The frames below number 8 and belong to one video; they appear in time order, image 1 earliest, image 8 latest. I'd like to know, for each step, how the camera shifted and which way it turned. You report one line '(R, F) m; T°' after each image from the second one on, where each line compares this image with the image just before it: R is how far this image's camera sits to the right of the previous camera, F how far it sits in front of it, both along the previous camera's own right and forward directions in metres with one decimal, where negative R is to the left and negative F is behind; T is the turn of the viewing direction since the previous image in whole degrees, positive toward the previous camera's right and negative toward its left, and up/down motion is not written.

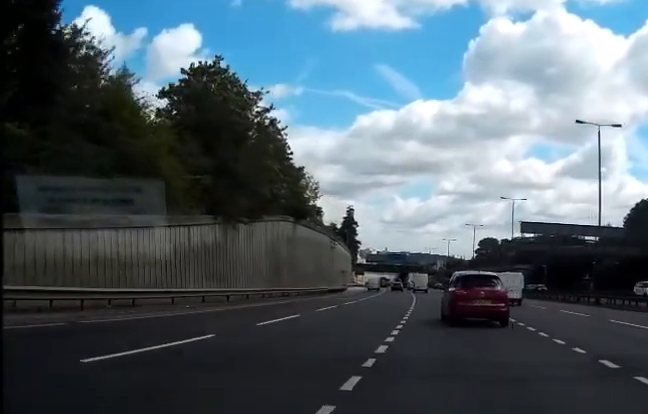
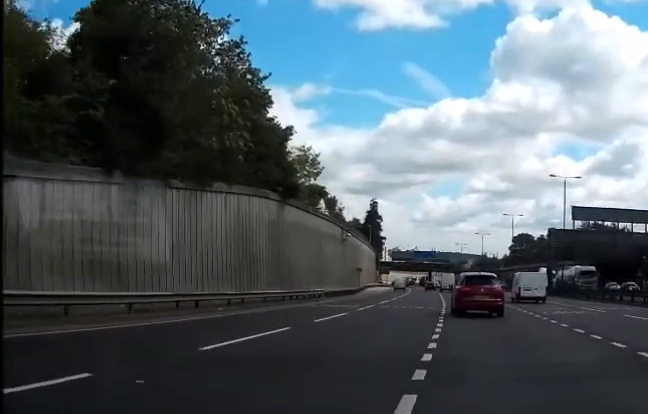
(-0.2, +15.2) m; -2°
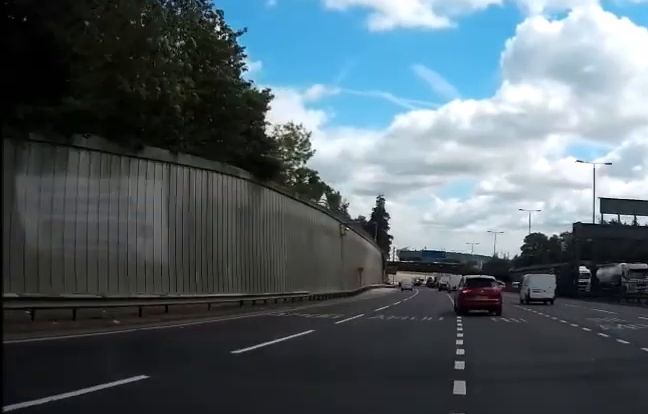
(0.0, +8.5) m; -1°
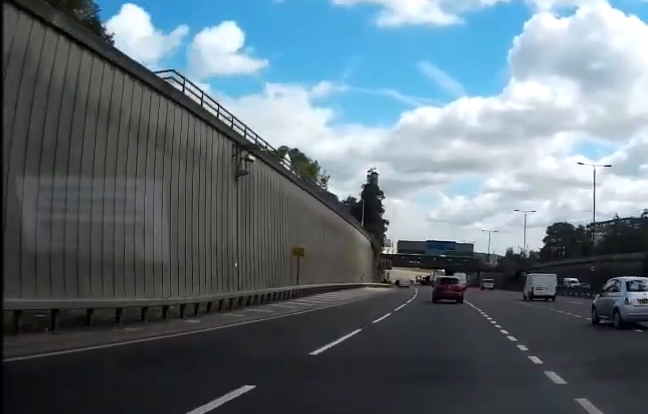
(-1.1, +35.3) m; -2°
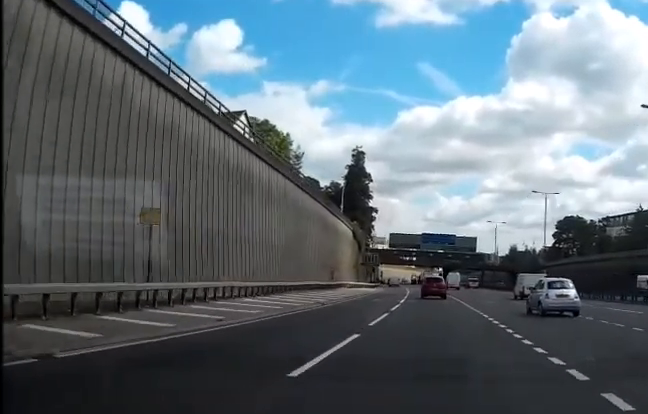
(+0.2, +19.8) m; 0°
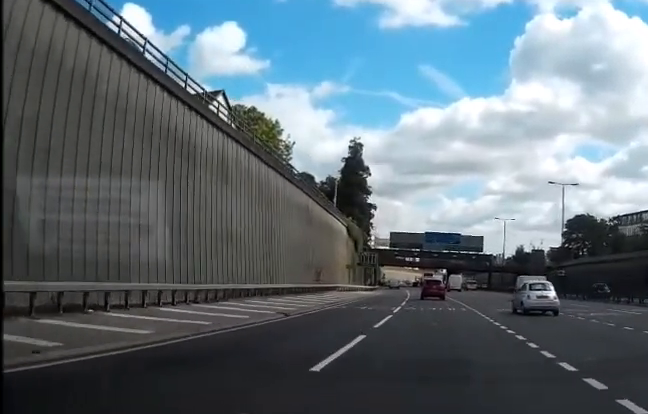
(0.0, +8.5) m; 0°
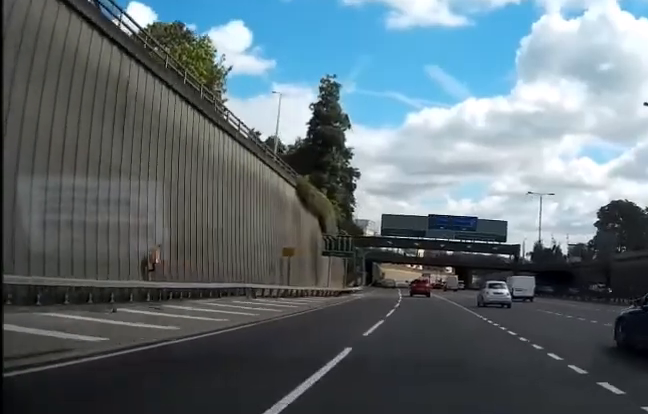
(-0.4, +30.3) m; -1°
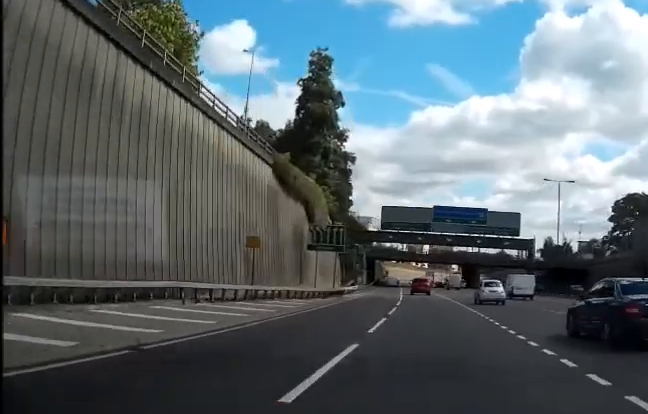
(0.0, +8.1) m; 0°
